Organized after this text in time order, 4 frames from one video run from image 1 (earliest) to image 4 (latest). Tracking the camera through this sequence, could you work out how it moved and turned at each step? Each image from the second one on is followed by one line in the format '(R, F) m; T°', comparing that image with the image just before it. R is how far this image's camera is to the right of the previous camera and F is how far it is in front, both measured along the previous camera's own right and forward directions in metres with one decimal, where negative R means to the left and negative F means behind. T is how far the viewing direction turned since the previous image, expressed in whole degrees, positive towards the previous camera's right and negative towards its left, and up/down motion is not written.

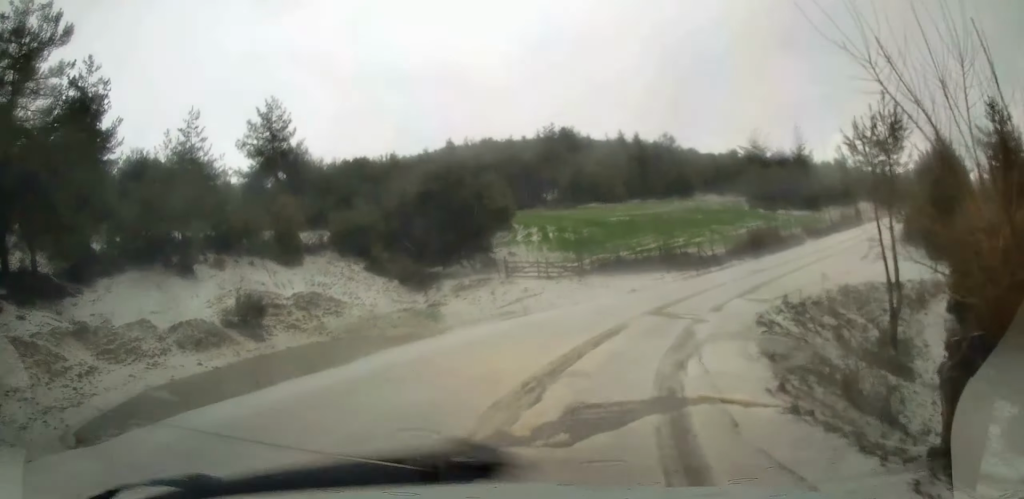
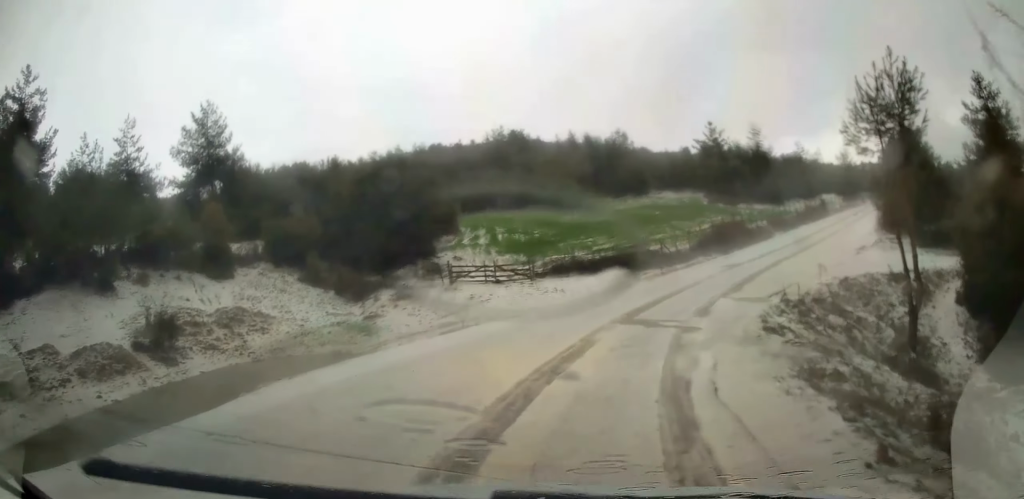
(+0.3, +4.1) m; +6°
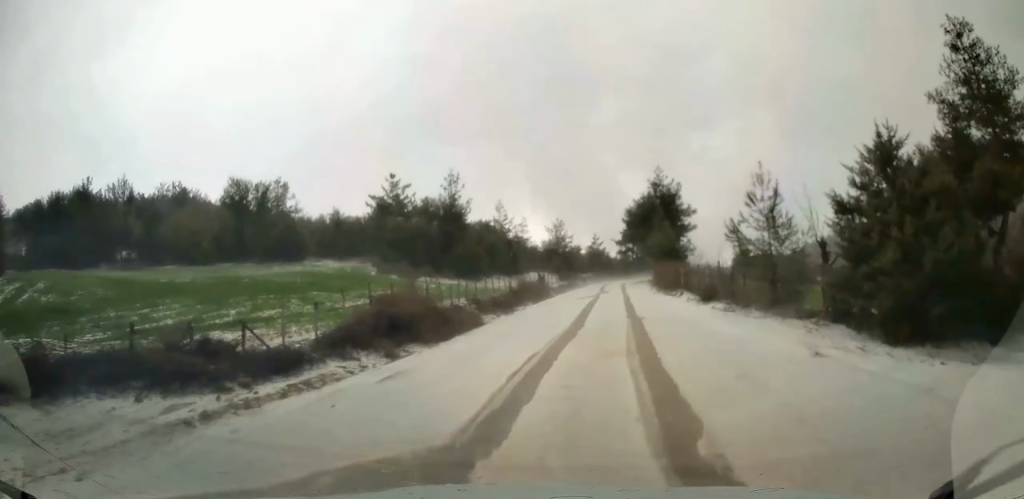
(+5.8, +23.3) m; +26°
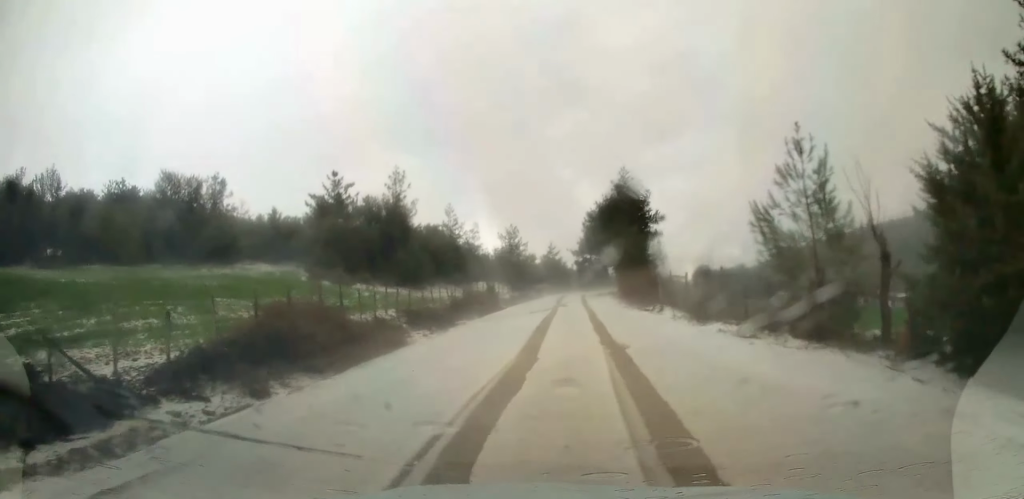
(+0.3, +6.6) m; +4°
